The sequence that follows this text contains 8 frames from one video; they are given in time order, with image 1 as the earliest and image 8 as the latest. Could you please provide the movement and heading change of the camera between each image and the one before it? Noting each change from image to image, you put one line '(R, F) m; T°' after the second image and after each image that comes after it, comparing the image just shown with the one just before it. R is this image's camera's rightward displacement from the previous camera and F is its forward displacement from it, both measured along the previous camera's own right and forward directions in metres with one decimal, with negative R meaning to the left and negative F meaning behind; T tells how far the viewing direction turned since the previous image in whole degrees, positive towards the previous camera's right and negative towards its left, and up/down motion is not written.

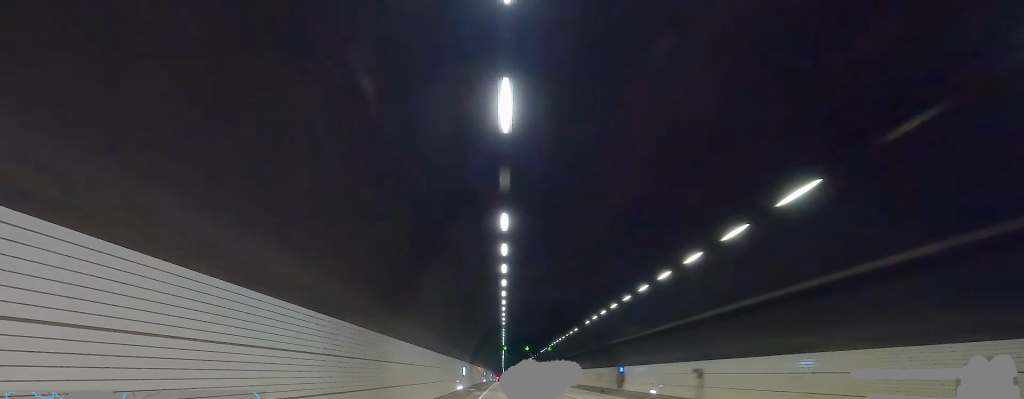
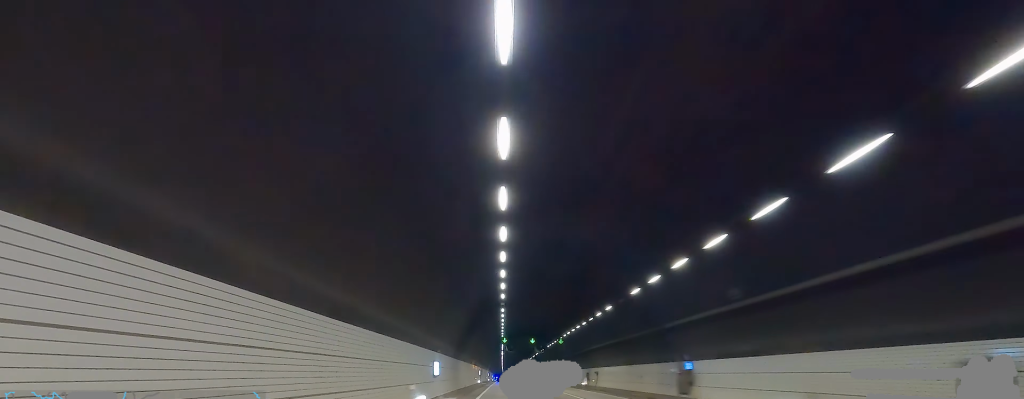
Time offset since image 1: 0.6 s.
(0.0, +17.9) m; 0°
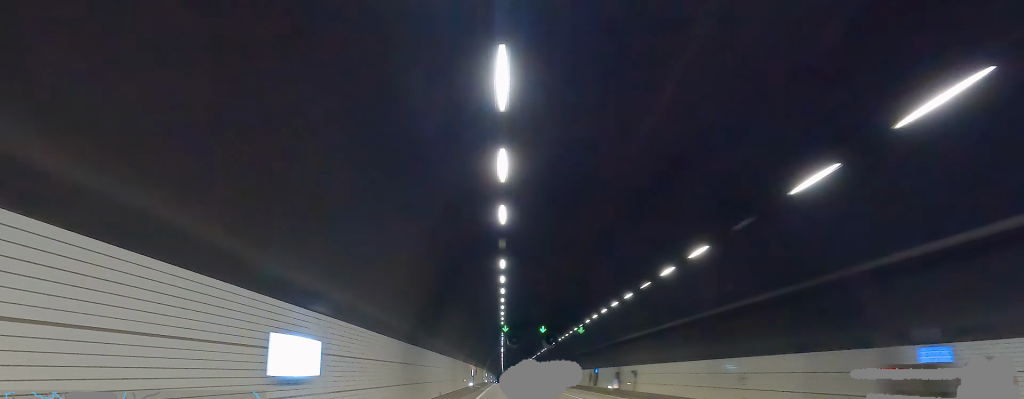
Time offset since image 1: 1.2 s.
(-0.5, +17.9) m; 0°
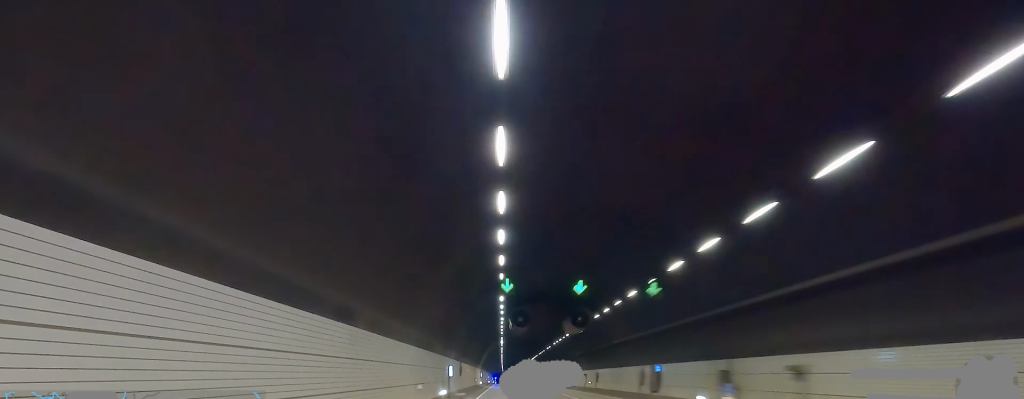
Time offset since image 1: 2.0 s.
(+0.6, +24.9) m; +1°
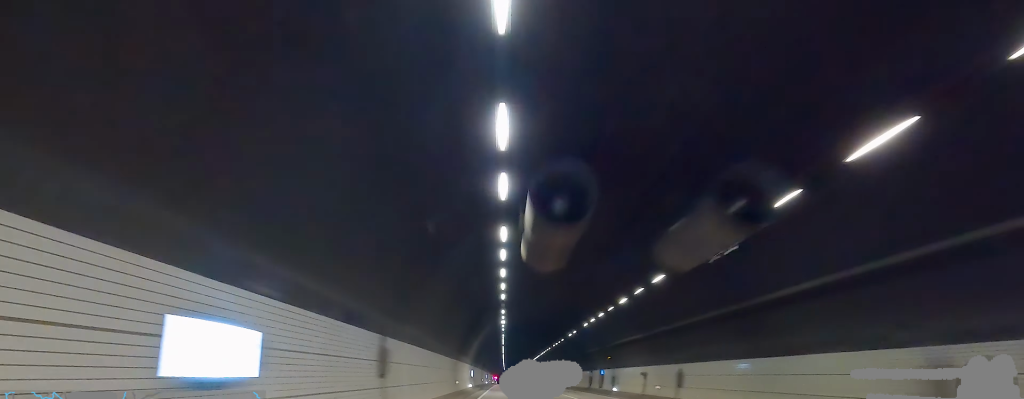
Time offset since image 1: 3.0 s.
(+0.2, +28.9) m; -1°
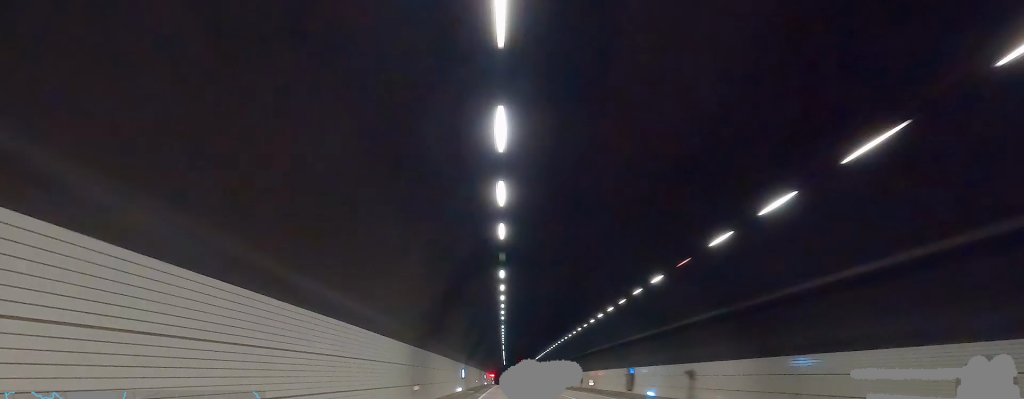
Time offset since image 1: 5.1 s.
(-0.4, +62.7) m; 0°
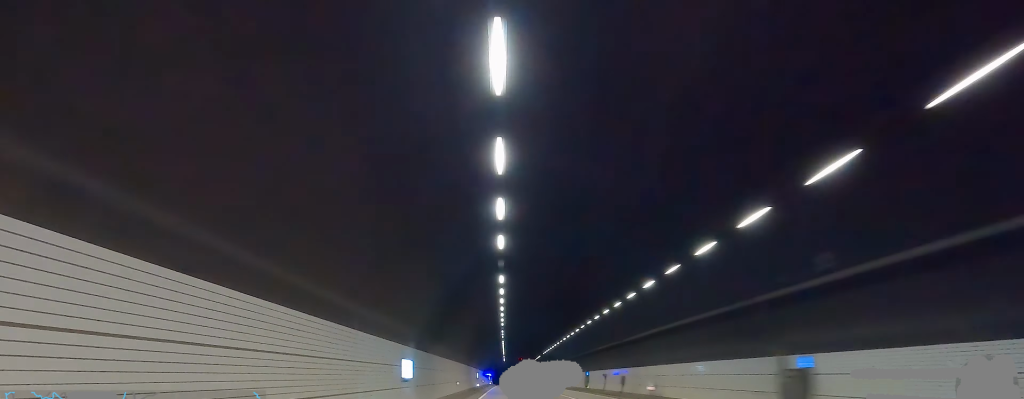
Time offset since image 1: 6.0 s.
(-0.4, +25.9) m; 0°
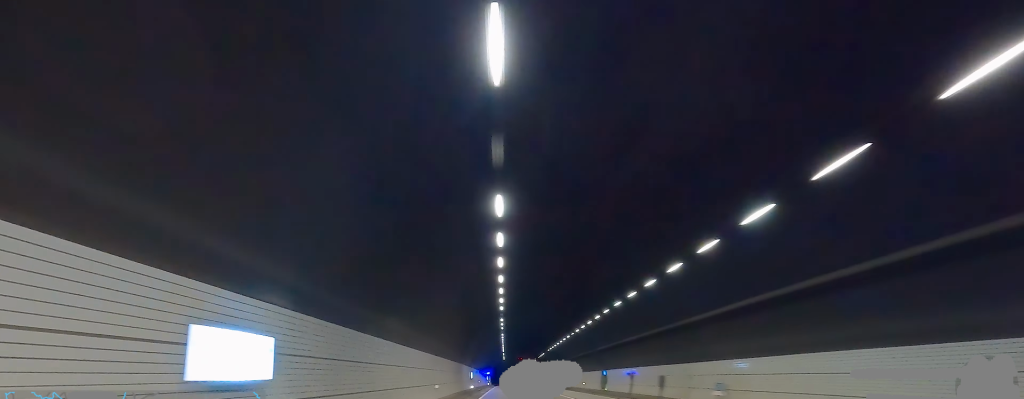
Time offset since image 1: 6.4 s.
(-0.2, +11.9) m; 0°
